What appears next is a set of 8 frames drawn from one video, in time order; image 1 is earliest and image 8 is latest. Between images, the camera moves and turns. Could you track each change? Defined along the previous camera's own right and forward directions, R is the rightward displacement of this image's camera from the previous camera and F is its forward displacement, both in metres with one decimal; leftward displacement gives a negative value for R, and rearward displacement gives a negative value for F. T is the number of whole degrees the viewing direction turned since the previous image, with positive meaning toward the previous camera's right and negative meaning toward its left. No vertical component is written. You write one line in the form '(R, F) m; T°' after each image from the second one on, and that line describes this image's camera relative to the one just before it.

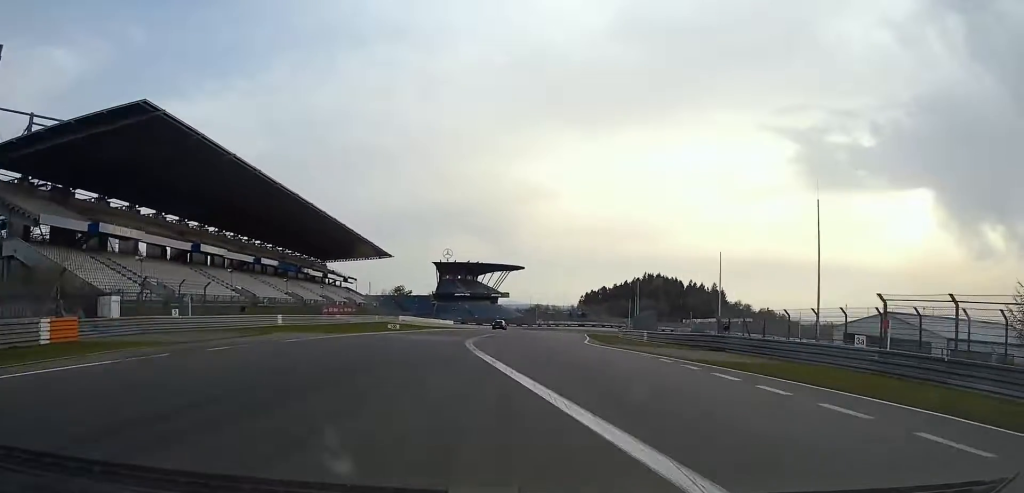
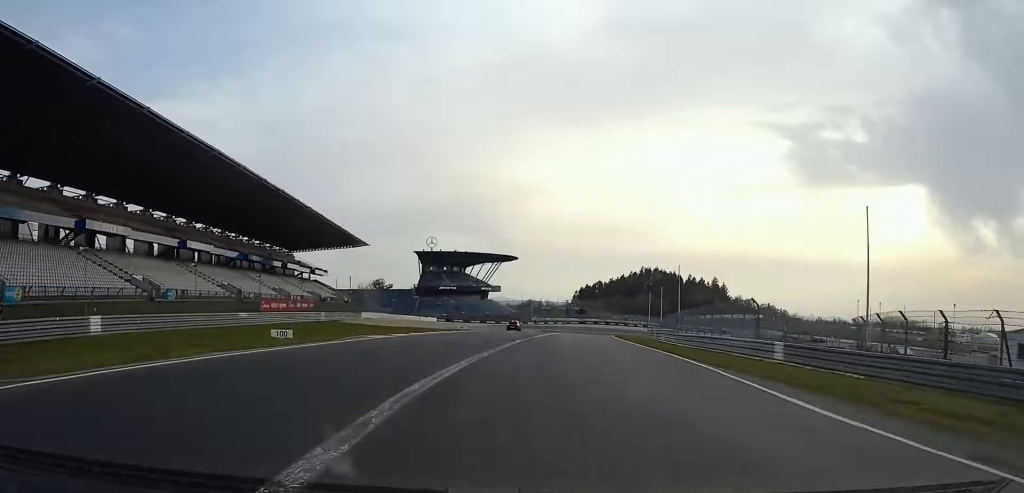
(0.0, +28.7) m; +1°
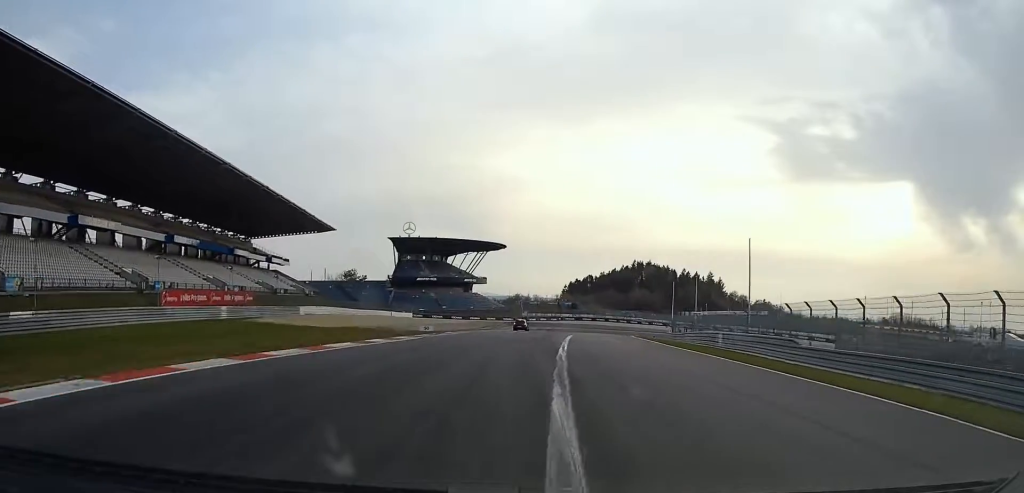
(+0.3, +26.1) m; +1°
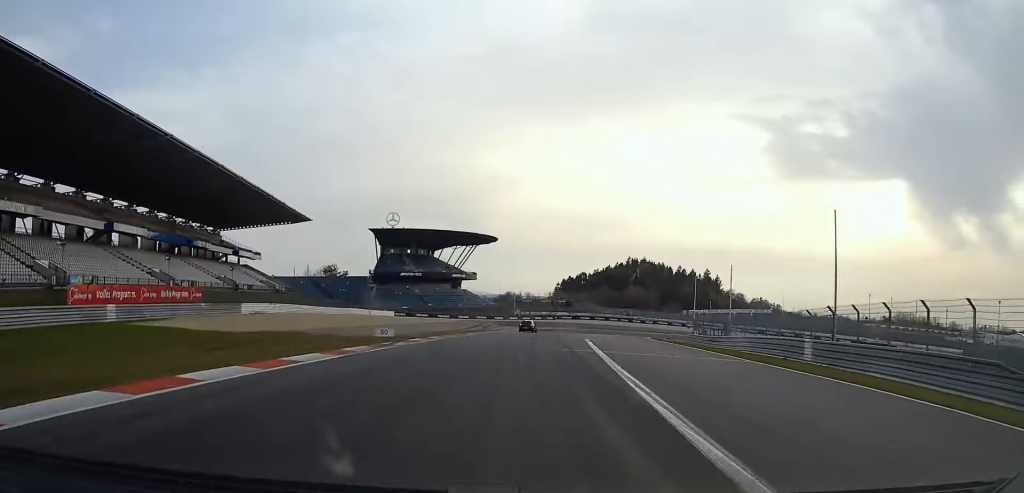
(+0.1, +16.9) m; +1°
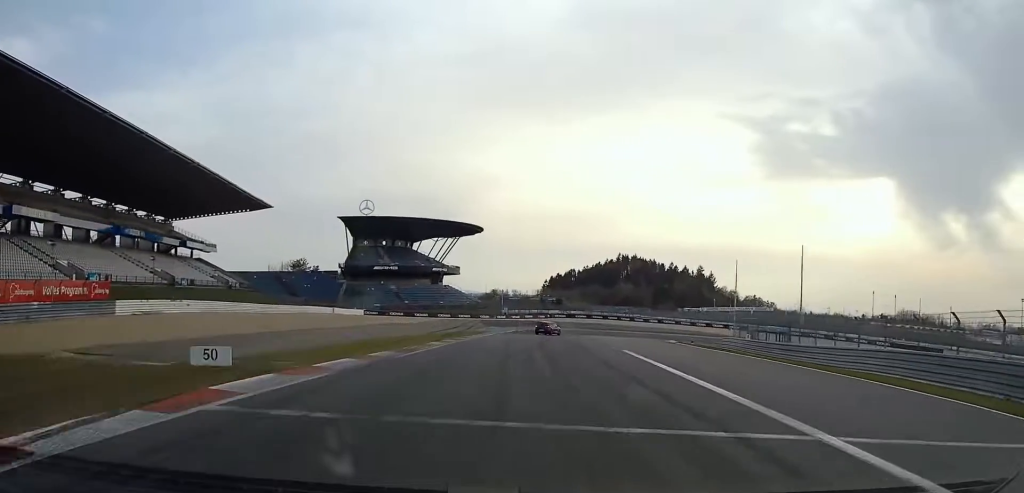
(0.0, +19.8) m; +1°
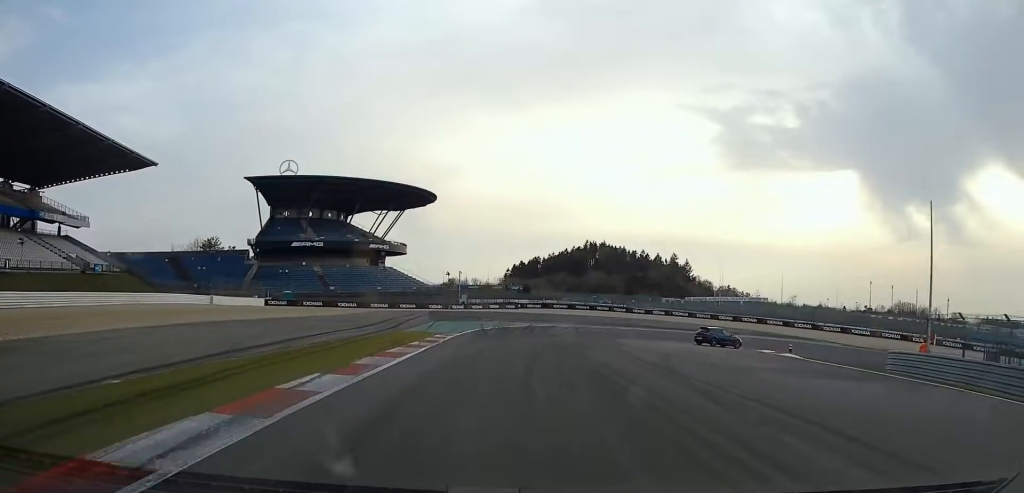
(+1.2, +38.9) m; +5°
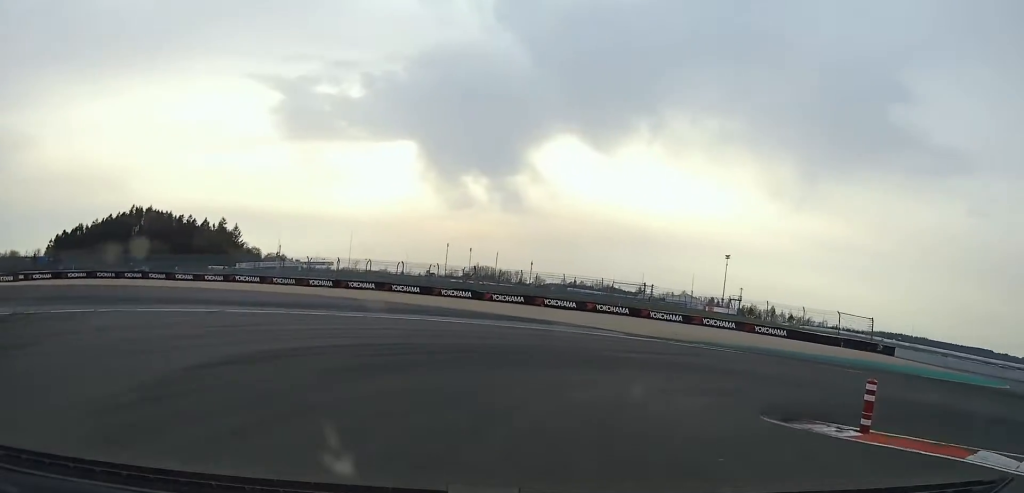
(+6.5, +42.4) m; +36°
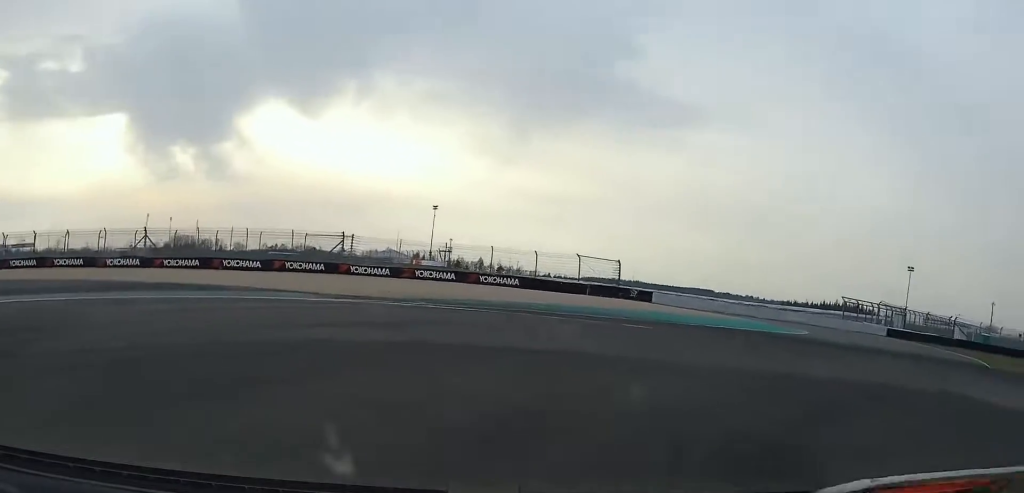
(+2.2, +9.6) m; +31°
